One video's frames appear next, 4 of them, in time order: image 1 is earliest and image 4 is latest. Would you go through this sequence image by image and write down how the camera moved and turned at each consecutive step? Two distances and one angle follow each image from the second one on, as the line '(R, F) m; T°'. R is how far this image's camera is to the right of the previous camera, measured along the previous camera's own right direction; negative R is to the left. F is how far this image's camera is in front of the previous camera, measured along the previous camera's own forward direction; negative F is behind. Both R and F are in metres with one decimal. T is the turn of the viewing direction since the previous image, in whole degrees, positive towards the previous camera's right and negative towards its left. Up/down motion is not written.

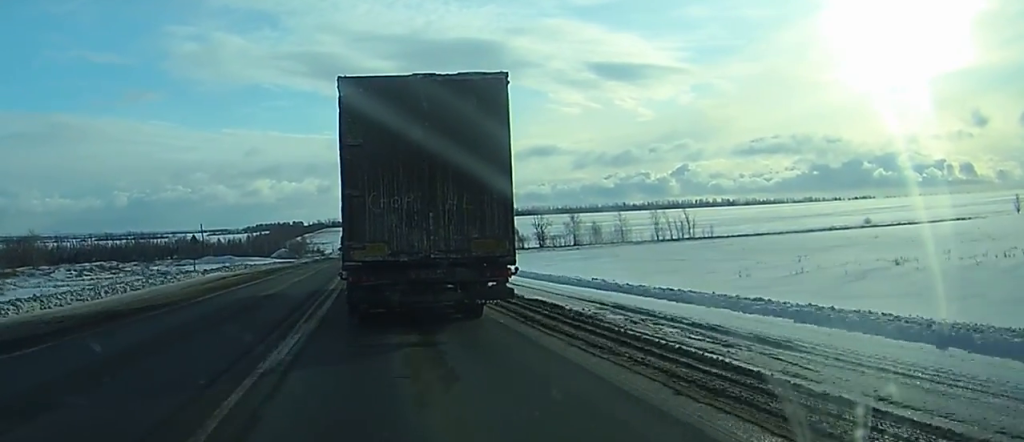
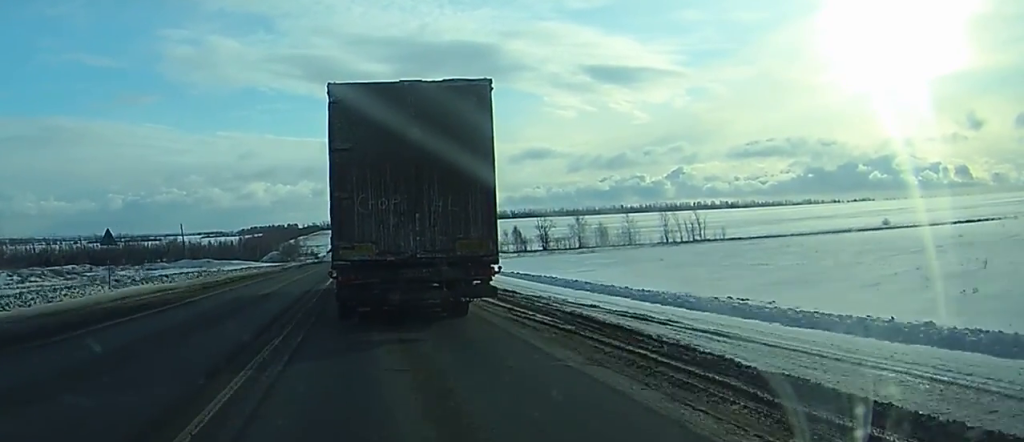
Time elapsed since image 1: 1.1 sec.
(0.0, +18.2) m; 0°
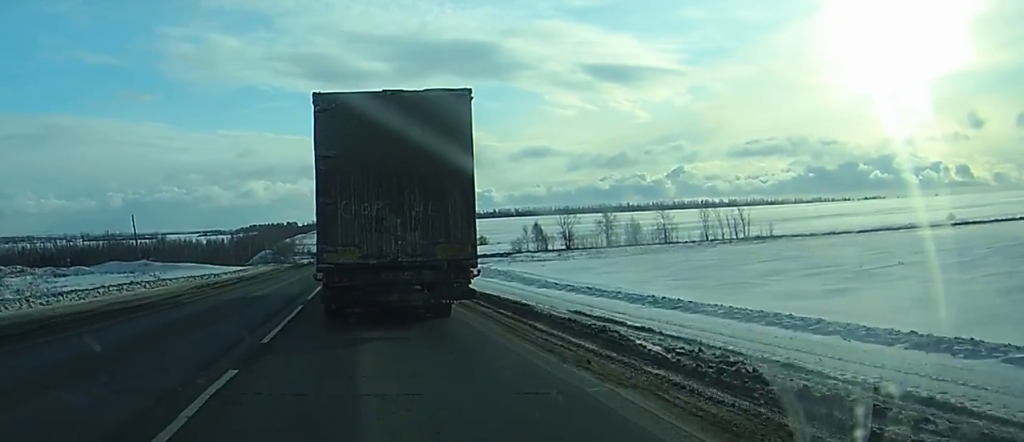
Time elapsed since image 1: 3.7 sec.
(-0.1, +42.4) m; 0°
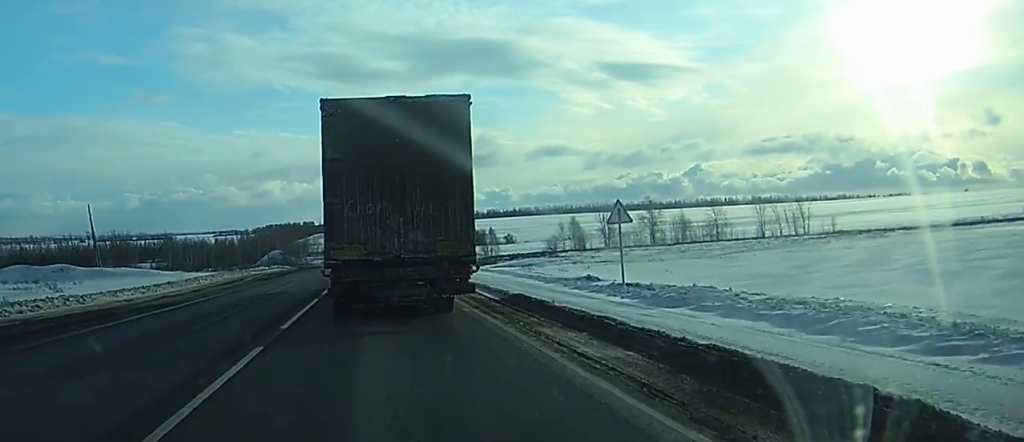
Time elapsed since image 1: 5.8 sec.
(+0.1, +33.9) m; 0°
